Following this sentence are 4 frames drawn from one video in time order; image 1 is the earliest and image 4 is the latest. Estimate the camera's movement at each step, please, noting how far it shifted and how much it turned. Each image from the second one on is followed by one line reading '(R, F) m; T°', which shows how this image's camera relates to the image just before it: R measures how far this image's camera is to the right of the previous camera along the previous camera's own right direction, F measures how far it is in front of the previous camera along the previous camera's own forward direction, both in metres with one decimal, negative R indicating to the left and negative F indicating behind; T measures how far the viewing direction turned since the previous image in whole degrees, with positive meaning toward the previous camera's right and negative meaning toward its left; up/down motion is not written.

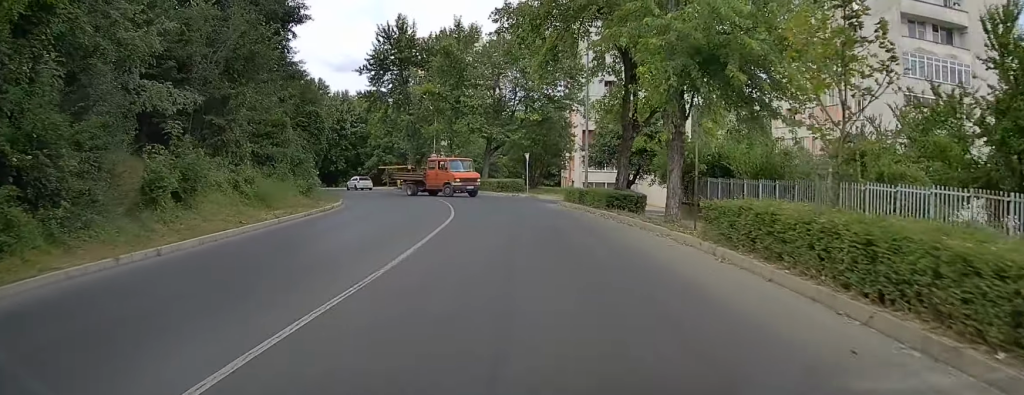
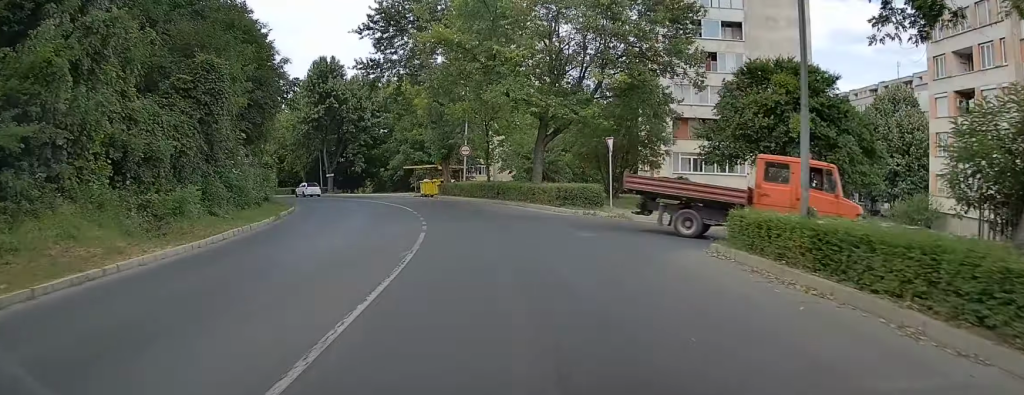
(-0.7, +21.0) m; -6°
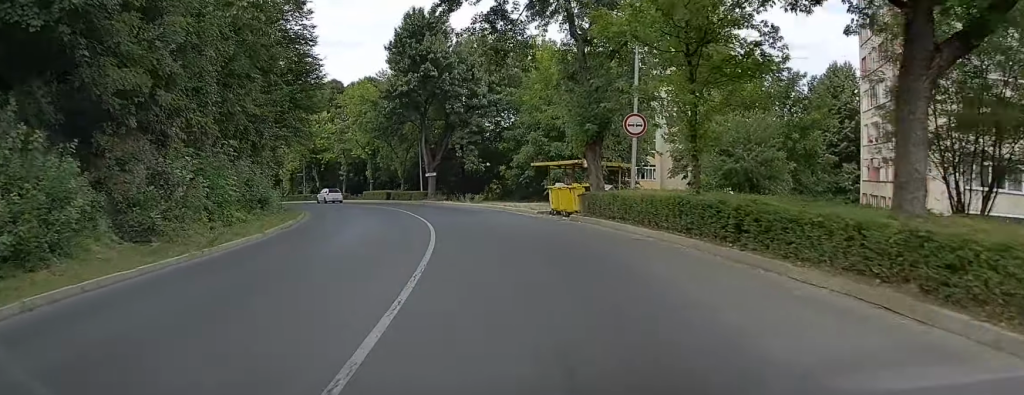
(-2.1, +23.3) m; -11°
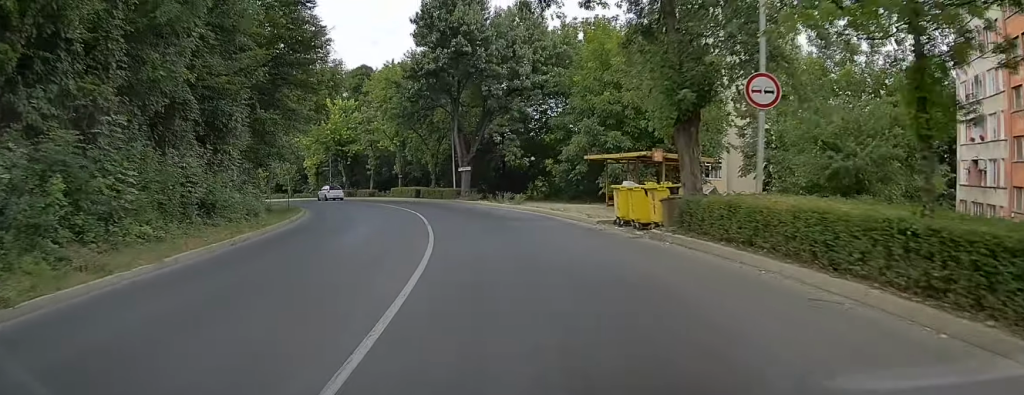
(-0.2, +8.2) m; -3°
